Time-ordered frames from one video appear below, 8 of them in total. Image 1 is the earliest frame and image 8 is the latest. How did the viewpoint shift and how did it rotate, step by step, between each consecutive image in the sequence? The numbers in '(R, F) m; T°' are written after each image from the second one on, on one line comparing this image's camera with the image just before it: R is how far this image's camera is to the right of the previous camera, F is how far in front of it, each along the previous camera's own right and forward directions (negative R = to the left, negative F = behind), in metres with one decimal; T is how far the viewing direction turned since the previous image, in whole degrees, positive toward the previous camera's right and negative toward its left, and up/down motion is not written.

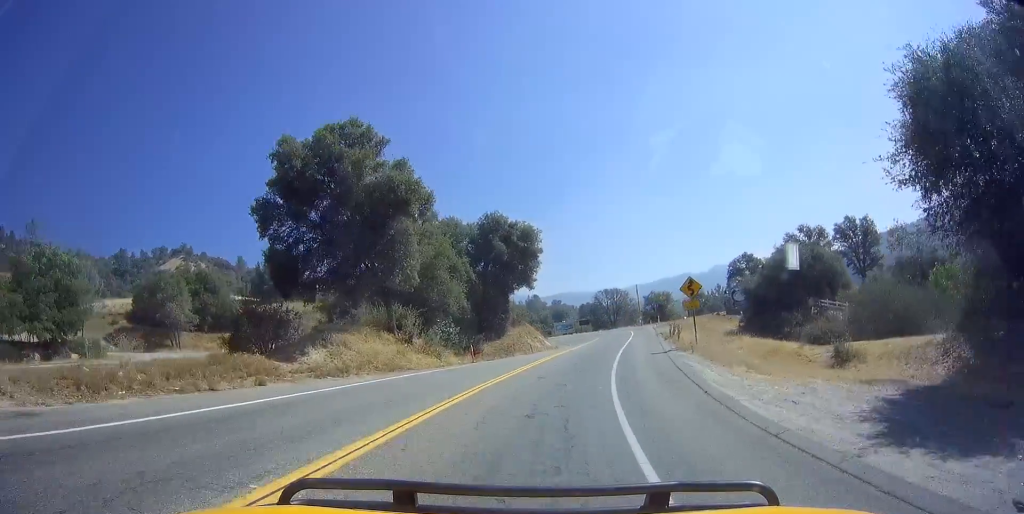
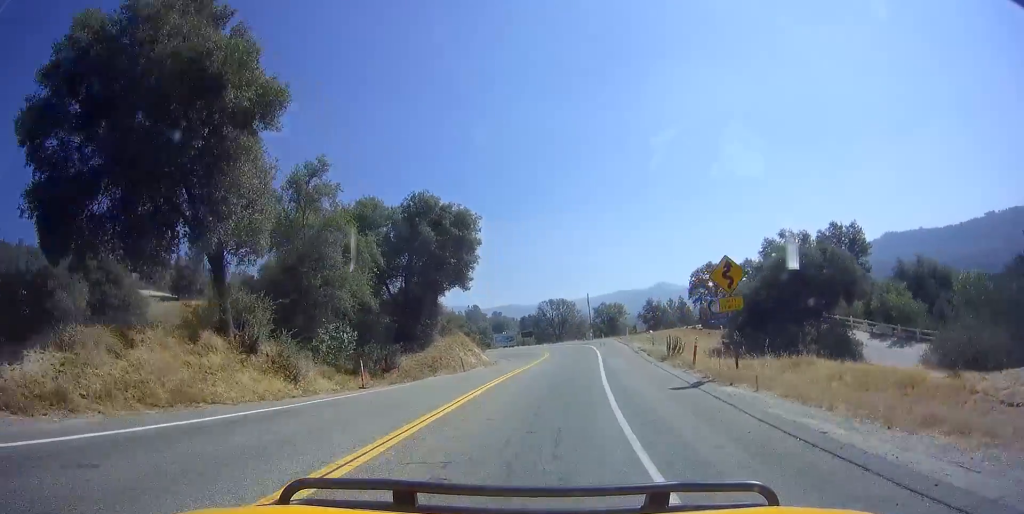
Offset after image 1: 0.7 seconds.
(+0.3, +12.1) m; +2°
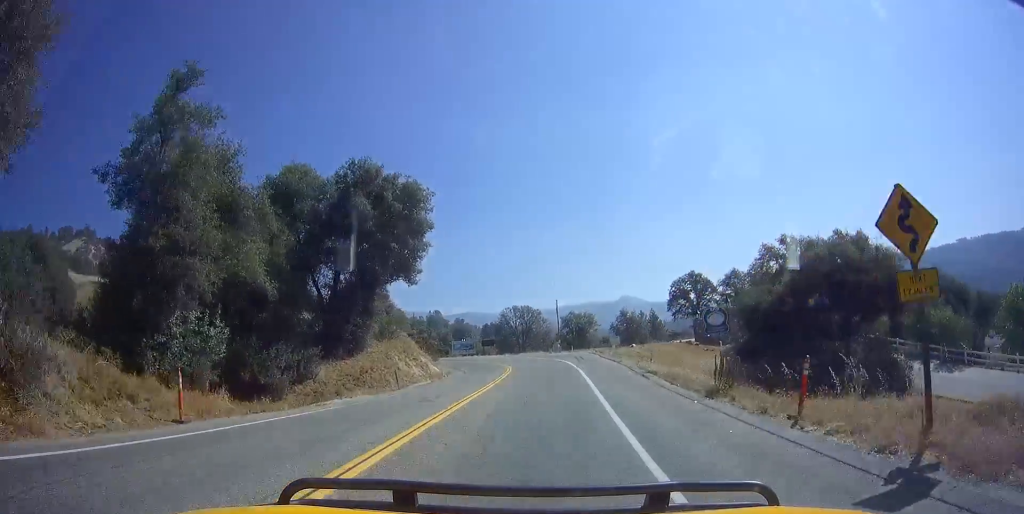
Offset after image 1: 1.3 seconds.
(+0.1, +9.8) m; -1°
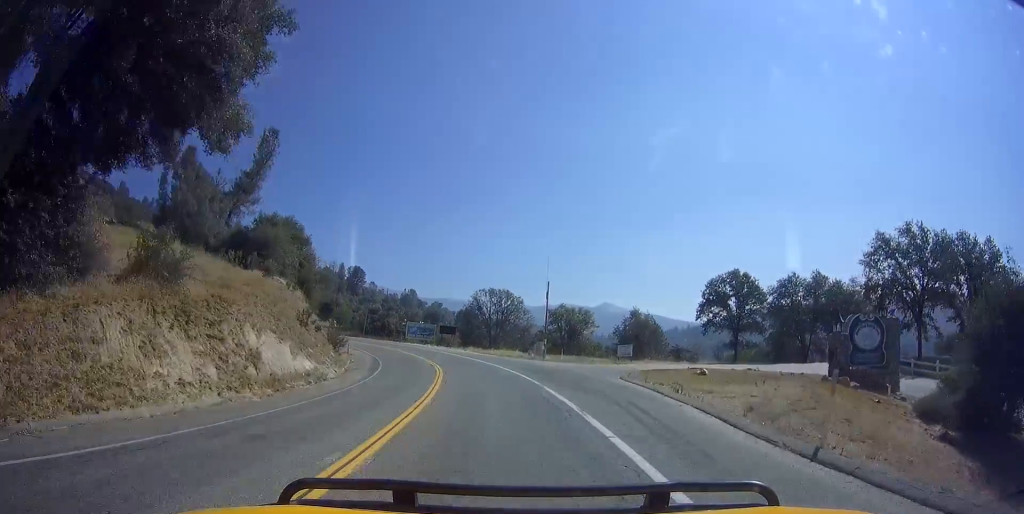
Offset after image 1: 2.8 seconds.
(-0.6, +26.2) m; -5°
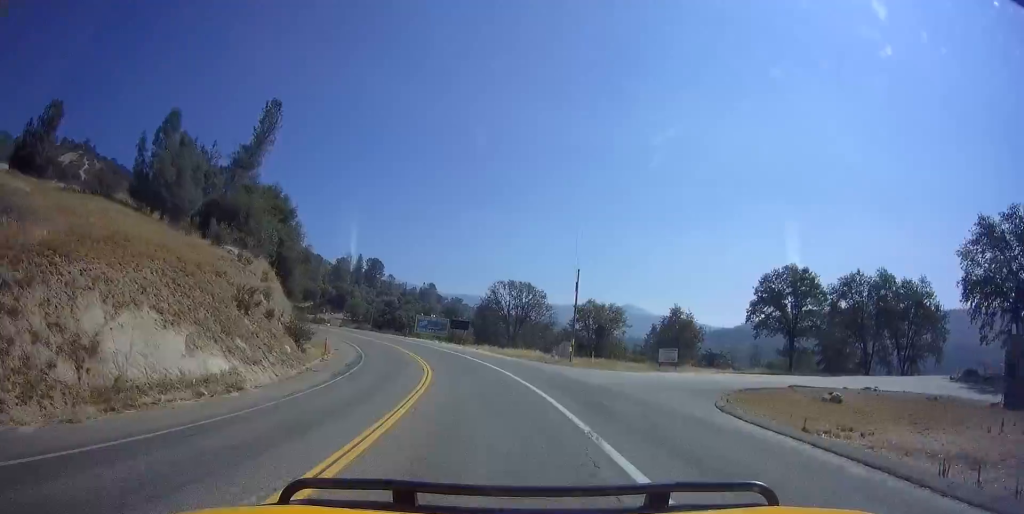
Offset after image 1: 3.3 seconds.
(-0.5, +9.9) m; -5°
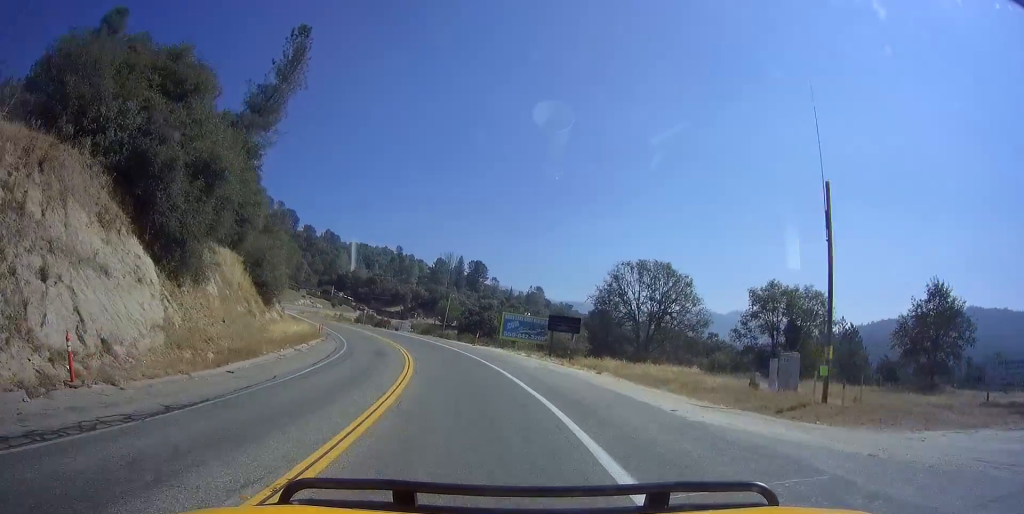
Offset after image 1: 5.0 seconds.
(-3.5, +28.6) m; -14°
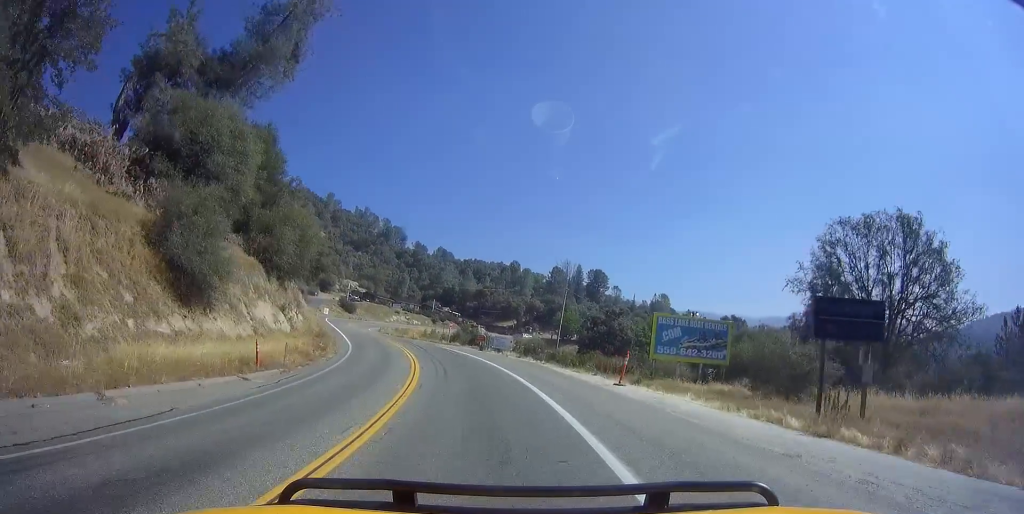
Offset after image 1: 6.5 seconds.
(-3.3, +24.8) m; -14°
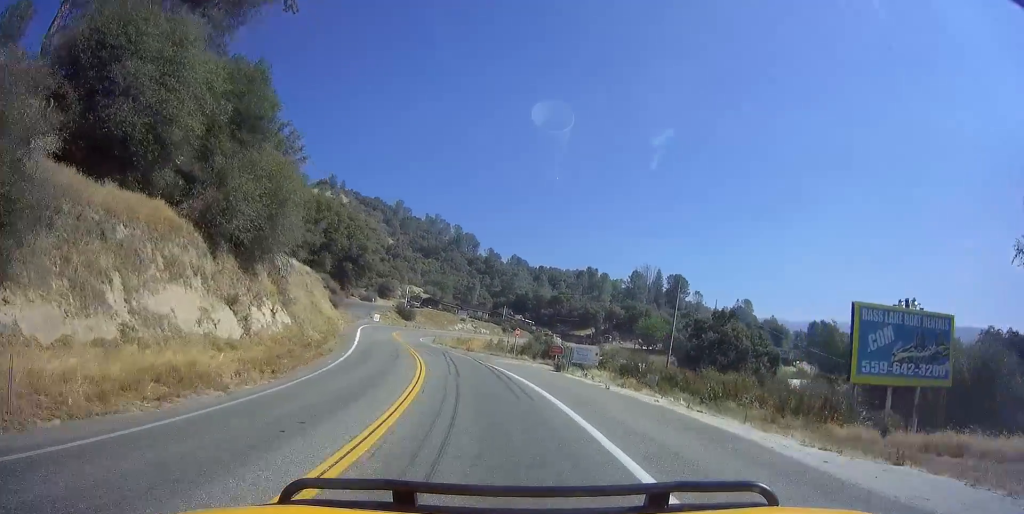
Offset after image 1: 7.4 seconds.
(-0.8, +16.1) m; -5°
